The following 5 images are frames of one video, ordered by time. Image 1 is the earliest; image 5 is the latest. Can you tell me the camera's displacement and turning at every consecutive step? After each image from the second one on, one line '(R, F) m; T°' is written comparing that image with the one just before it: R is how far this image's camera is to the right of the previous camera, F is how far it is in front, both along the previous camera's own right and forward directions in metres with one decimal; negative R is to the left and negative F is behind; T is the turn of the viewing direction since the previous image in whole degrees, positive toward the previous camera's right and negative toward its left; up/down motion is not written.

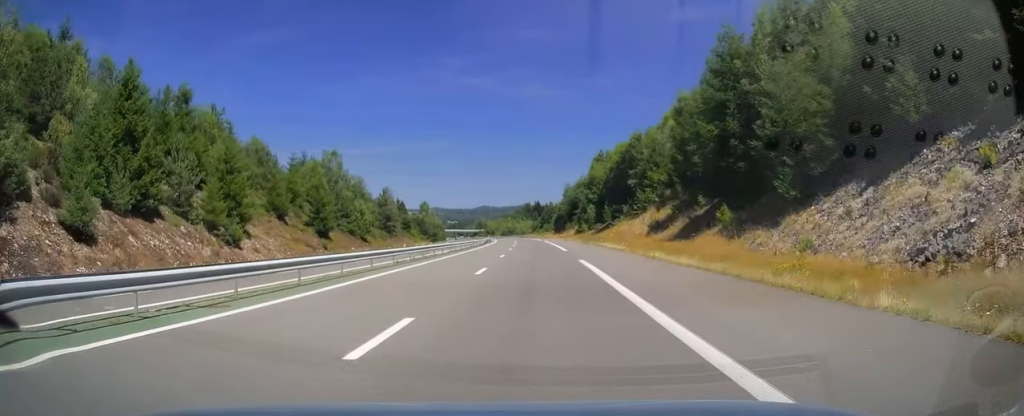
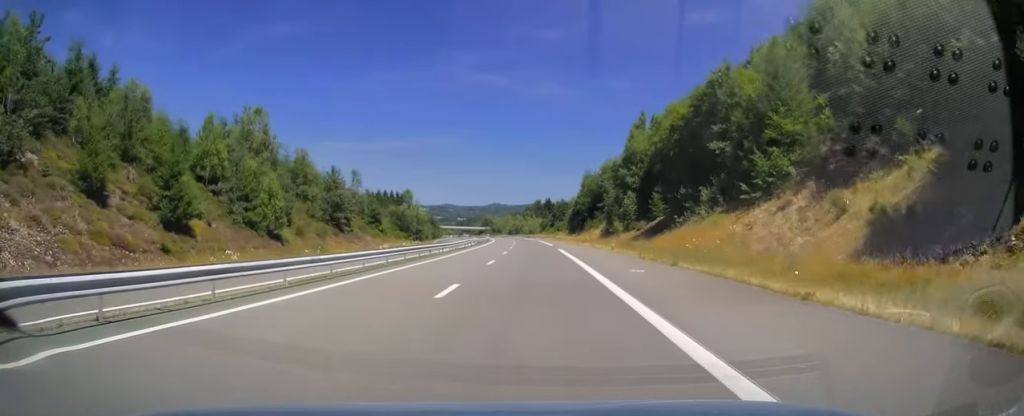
(-0.2, +33.2) m; -1°
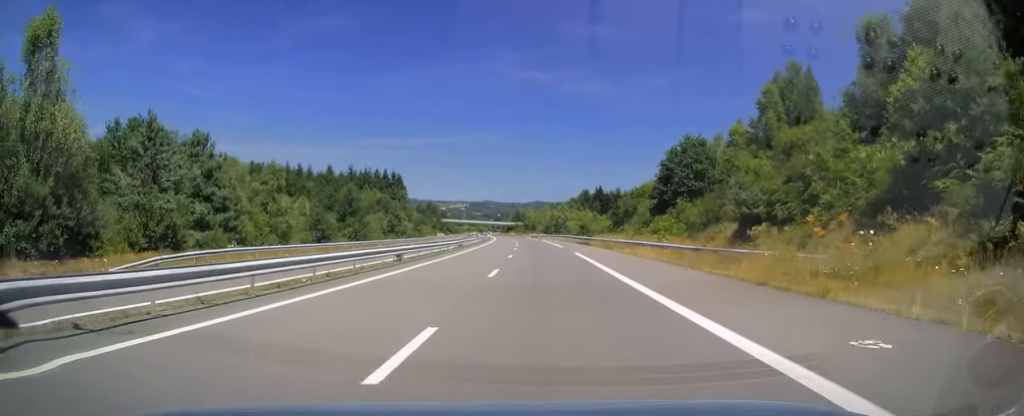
(-4.1, +111.8) m; -4°
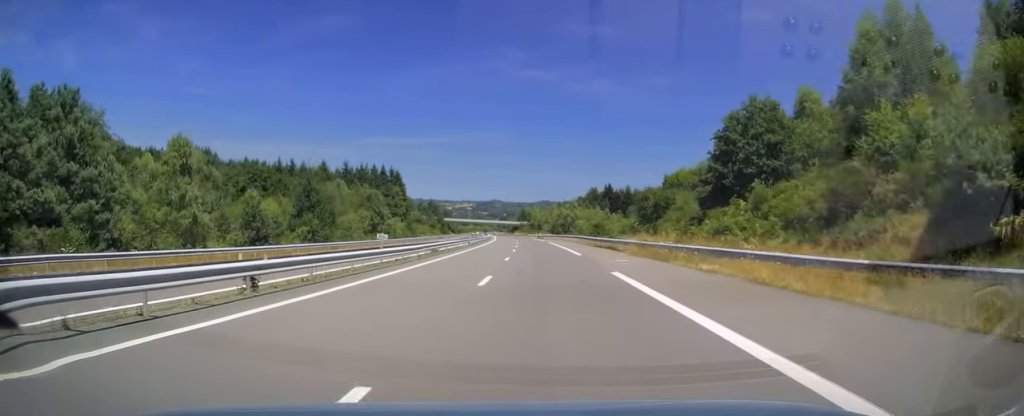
(-0.1, +16.3) m; -1°
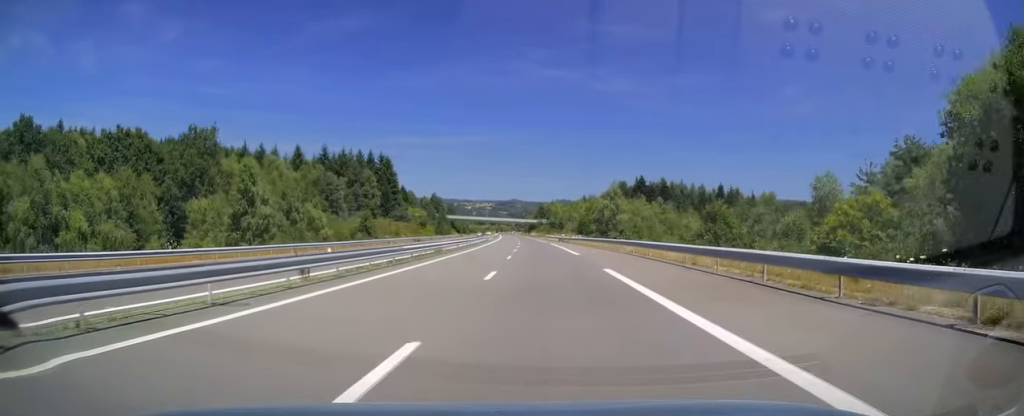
(-0.9, +49.9) m; -2°
